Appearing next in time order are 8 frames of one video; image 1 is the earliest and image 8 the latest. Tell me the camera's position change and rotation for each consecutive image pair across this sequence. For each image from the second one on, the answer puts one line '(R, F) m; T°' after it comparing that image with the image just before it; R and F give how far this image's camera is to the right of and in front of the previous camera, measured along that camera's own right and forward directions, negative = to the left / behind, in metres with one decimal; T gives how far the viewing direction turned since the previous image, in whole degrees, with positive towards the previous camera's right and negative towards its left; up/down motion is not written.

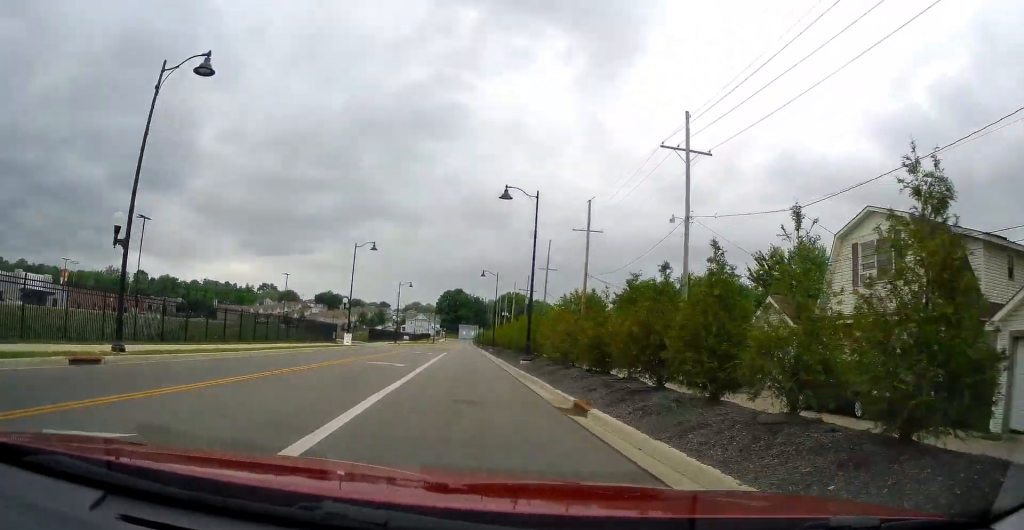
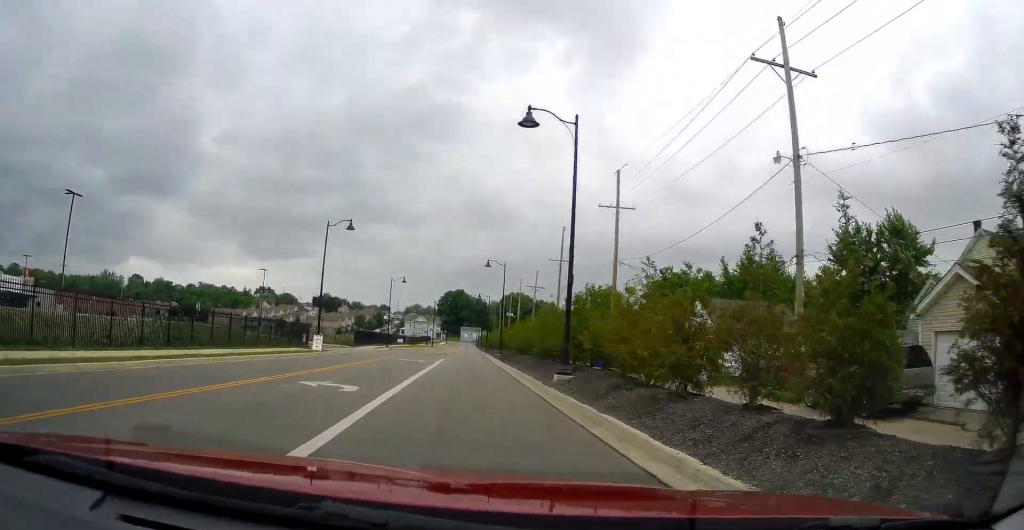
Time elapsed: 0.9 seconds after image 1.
(-0.5, +11.7) m; 0°
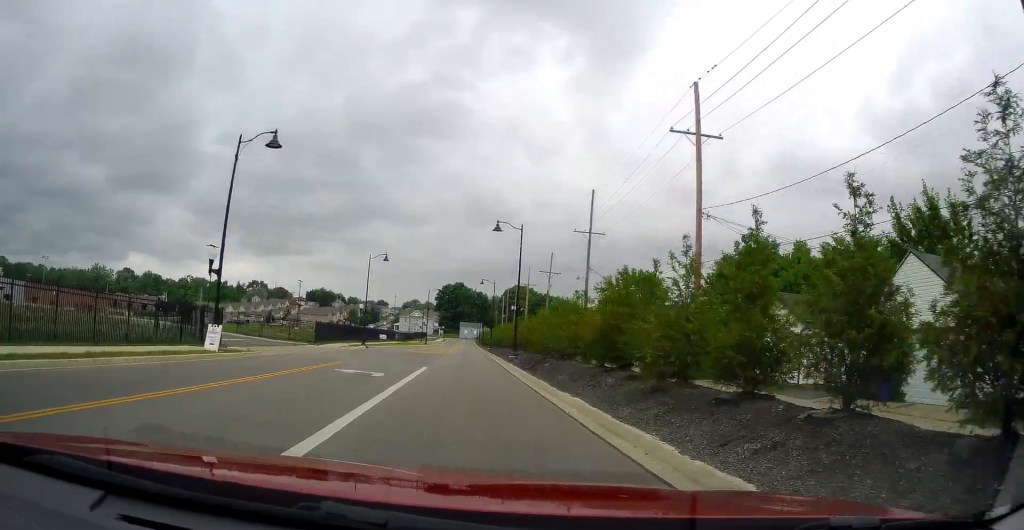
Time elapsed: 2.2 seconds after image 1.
(+0.7, +18.0) m; +3°
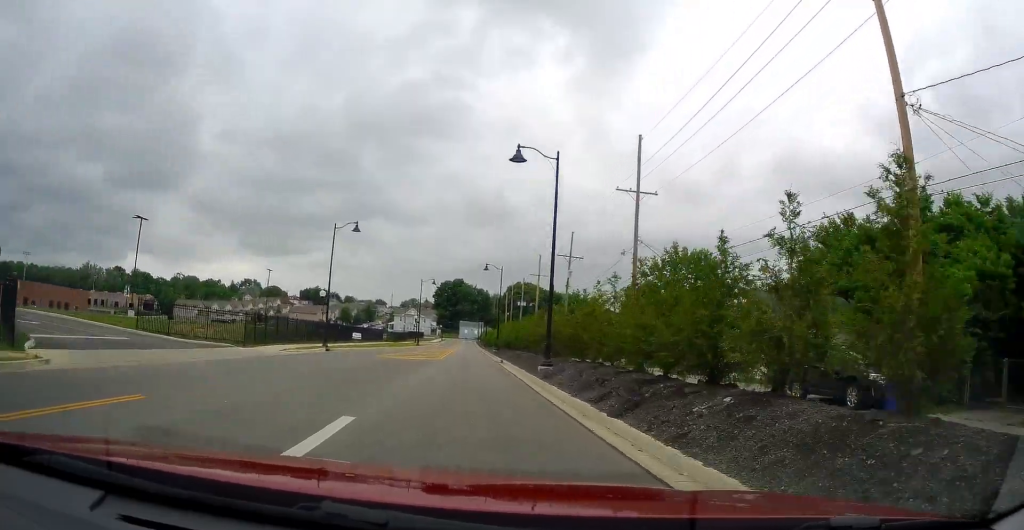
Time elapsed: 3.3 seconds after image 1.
(0.0, +16.7) m; 0°
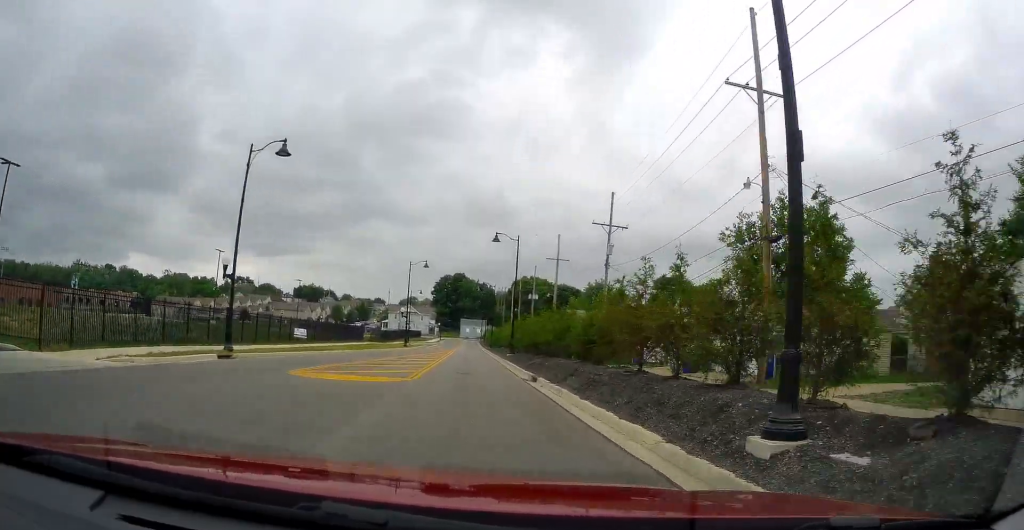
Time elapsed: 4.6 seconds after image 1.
(0.0, +18.9) m; 0°
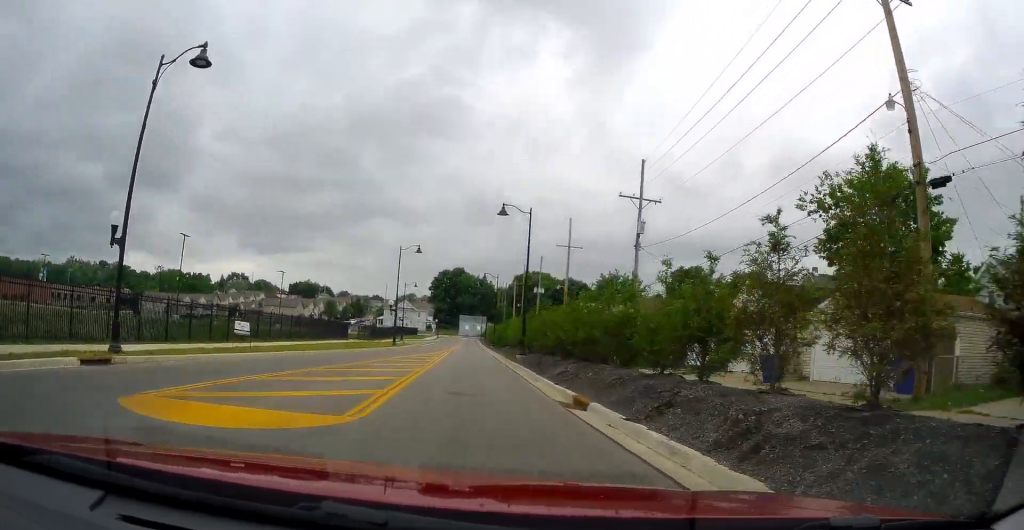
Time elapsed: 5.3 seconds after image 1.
(0.0, +9.2) m; +1°
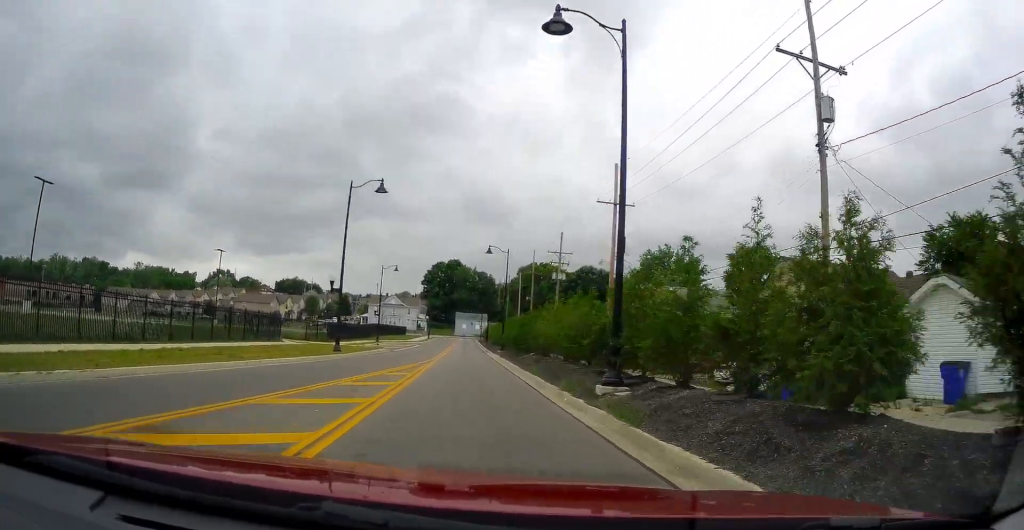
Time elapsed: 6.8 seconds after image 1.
(+0.7, +22.9) m; +3°
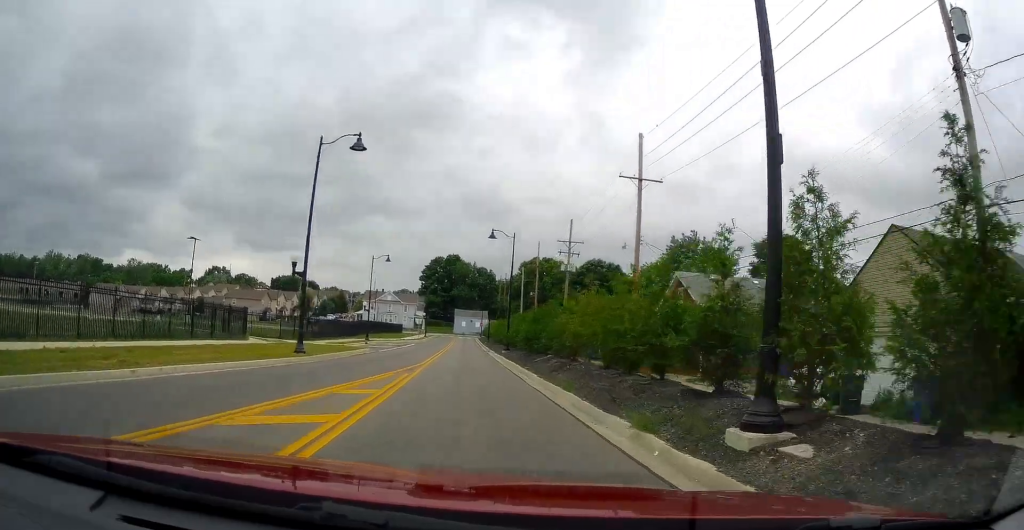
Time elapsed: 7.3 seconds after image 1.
(0.0, +7.2) m; -1°
